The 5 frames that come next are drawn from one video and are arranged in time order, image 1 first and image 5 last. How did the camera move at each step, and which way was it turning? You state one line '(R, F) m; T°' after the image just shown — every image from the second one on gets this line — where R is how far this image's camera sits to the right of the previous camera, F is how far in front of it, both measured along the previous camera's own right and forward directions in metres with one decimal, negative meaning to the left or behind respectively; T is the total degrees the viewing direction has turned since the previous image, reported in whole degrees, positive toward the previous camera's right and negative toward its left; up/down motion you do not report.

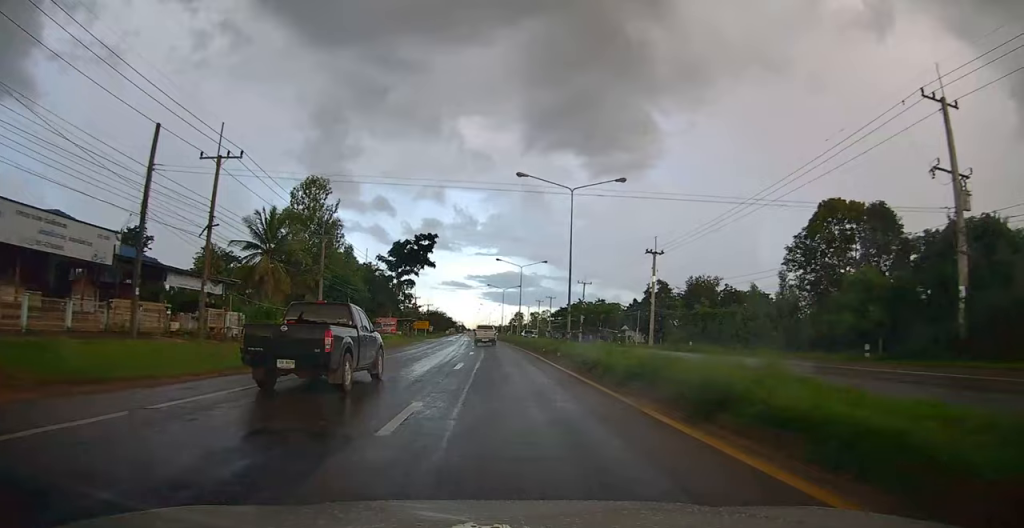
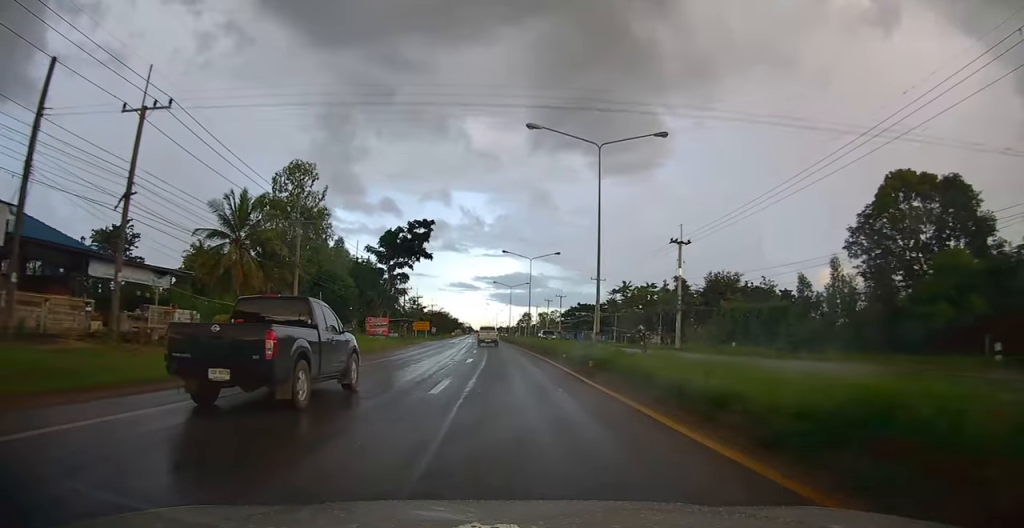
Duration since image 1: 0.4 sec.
(-0.2, +7.4) m; -1°
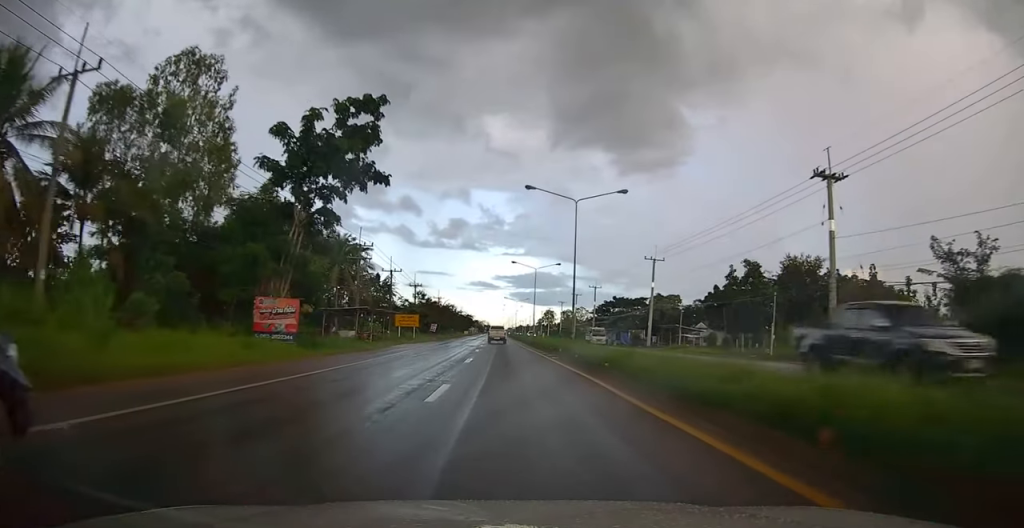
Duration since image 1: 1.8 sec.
(-1.0, +25.7) m; -3°
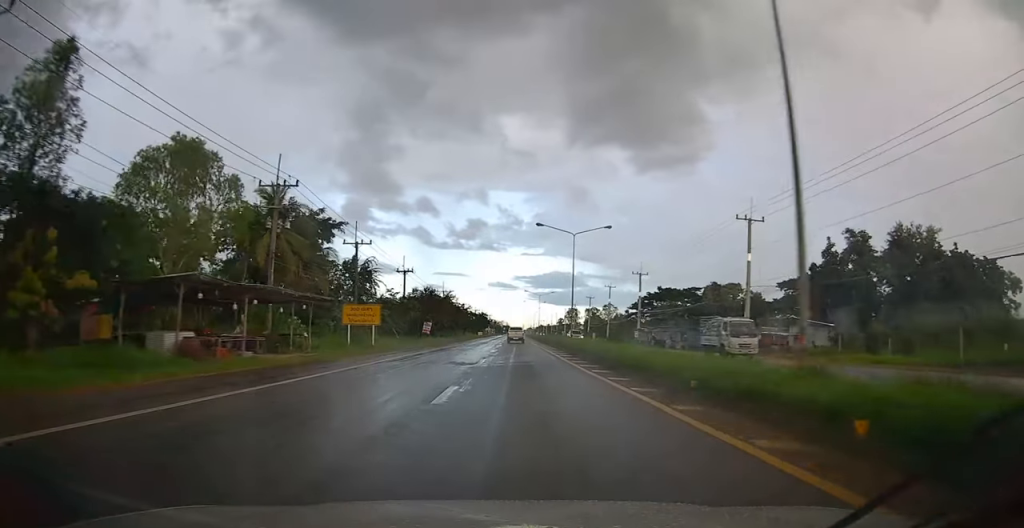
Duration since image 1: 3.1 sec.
(-0.2, +24.0) m; -1°
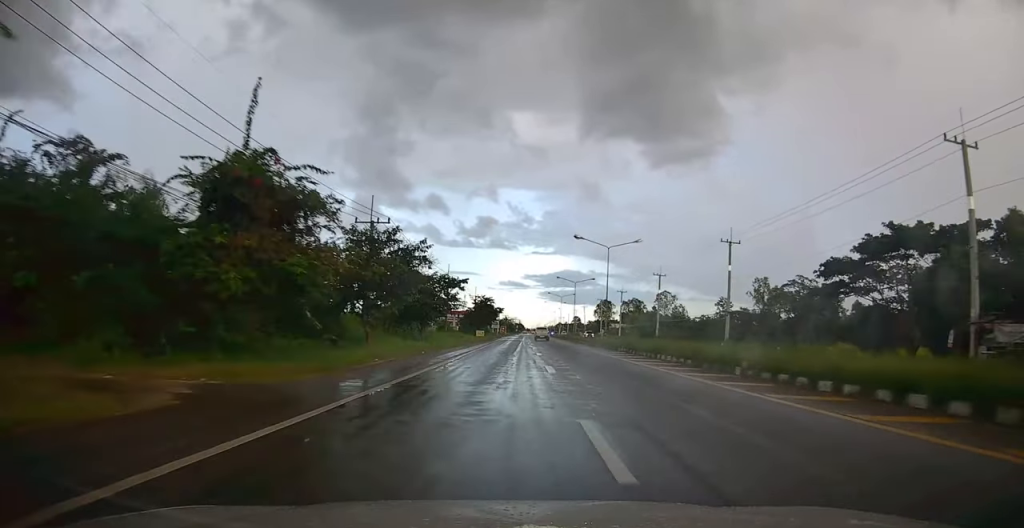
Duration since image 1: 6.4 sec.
(-0.8, +64.2) m; -1°
